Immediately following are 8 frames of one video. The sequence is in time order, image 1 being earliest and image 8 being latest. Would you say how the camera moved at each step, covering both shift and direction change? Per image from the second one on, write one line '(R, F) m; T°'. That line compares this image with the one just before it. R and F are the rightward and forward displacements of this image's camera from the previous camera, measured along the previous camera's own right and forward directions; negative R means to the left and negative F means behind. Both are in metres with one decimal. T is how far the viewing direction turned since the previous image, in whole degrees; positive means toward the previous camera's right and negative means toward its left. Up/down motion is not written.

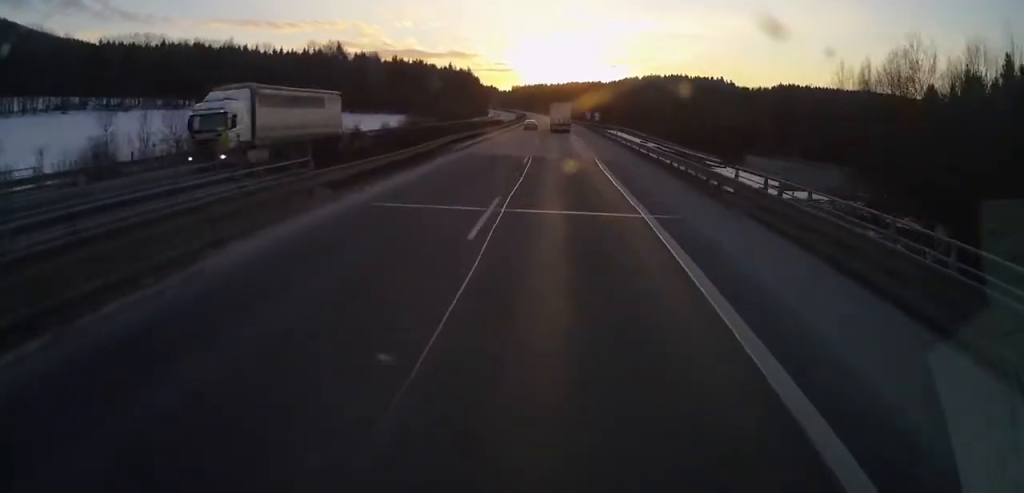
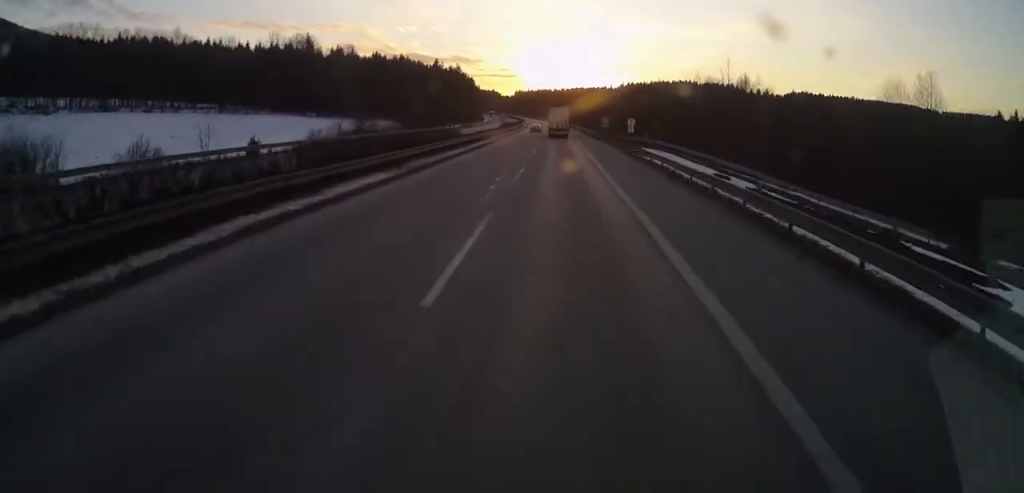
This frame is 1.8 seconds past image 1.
(0.0, +41.2) m; 0°
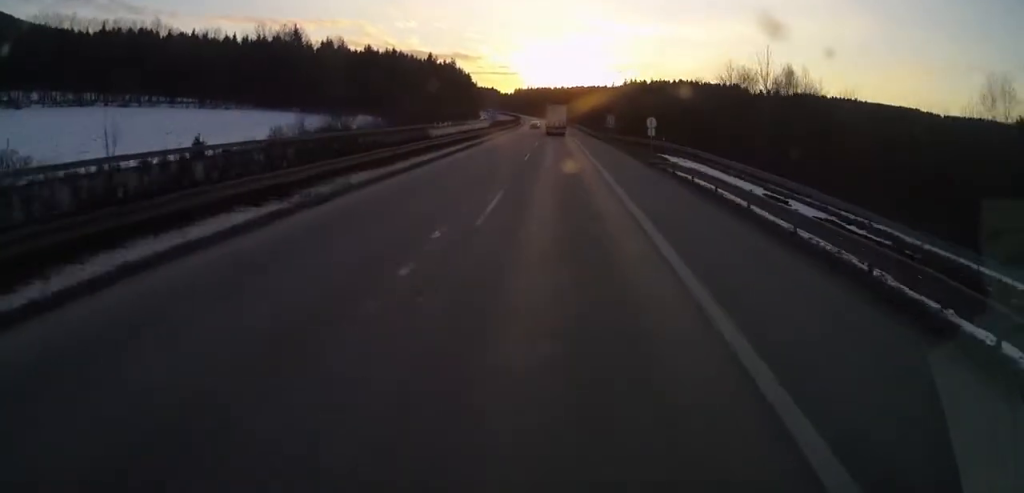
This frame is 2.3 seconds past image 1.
(0.0, +12.4) m; 0°
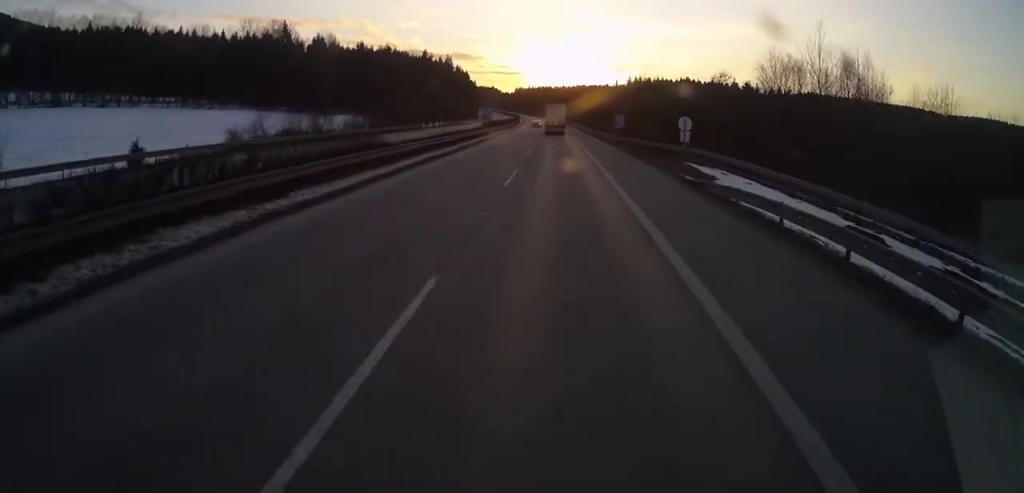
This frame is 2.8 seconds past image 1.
(0.0, +10.9) m; 0°
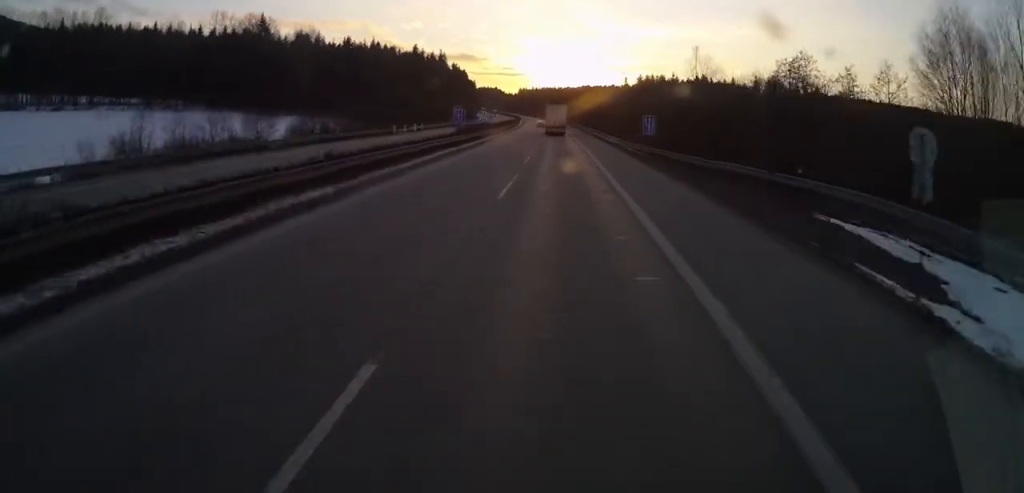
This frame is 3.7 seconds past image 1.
(0.0, +21.0) m; 0°
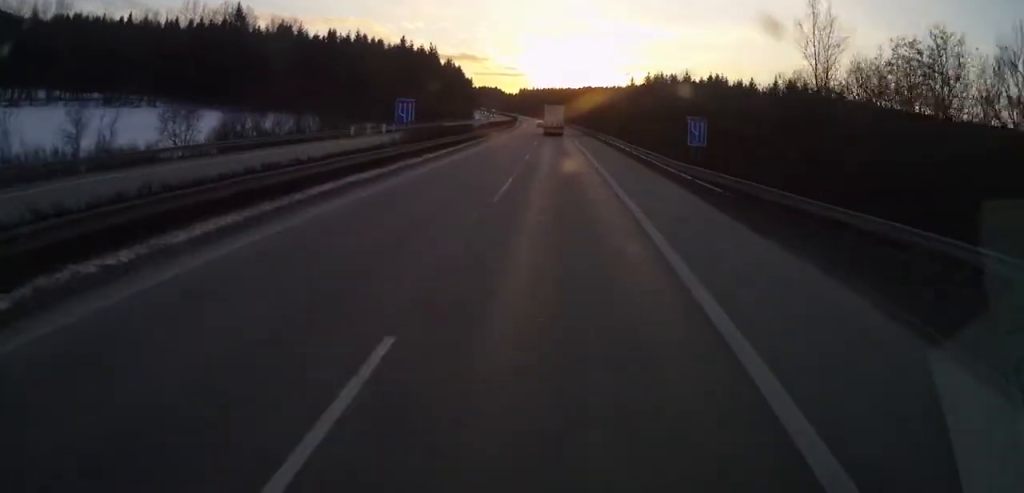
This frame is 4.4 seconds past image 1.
(0.0, +17.9) m; 0°
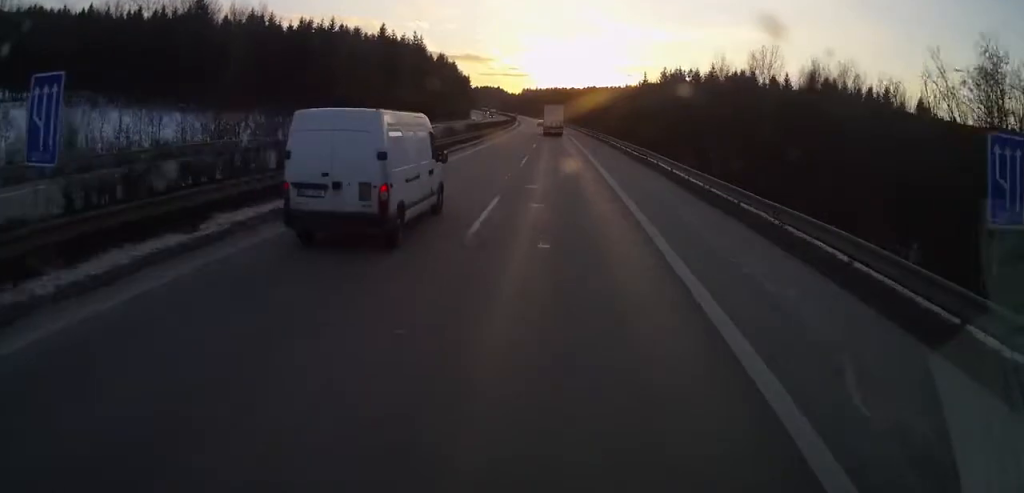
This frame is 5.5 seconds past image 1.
(0.0, +24.8) m; 0°
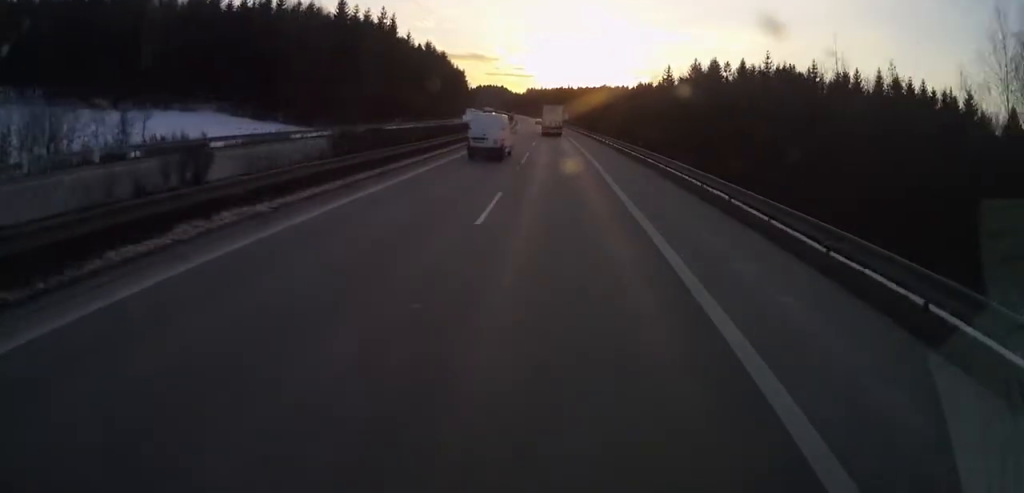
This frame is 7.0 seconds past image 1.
(0.0, +34.8) m; -1°
